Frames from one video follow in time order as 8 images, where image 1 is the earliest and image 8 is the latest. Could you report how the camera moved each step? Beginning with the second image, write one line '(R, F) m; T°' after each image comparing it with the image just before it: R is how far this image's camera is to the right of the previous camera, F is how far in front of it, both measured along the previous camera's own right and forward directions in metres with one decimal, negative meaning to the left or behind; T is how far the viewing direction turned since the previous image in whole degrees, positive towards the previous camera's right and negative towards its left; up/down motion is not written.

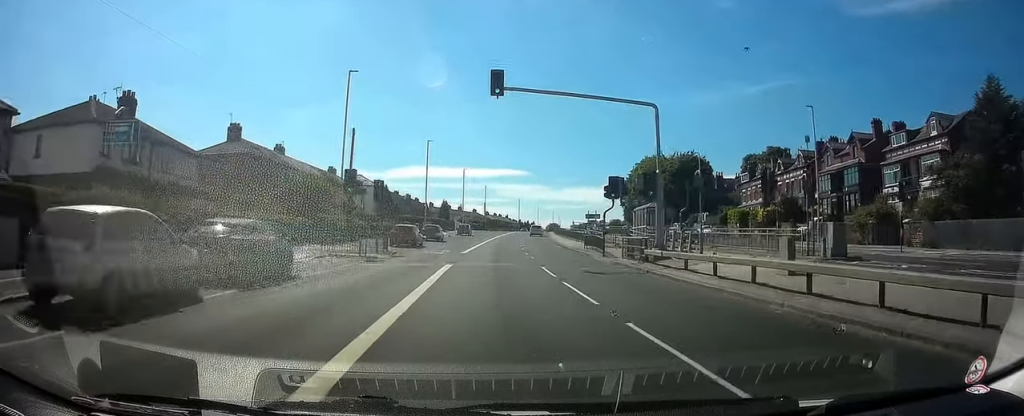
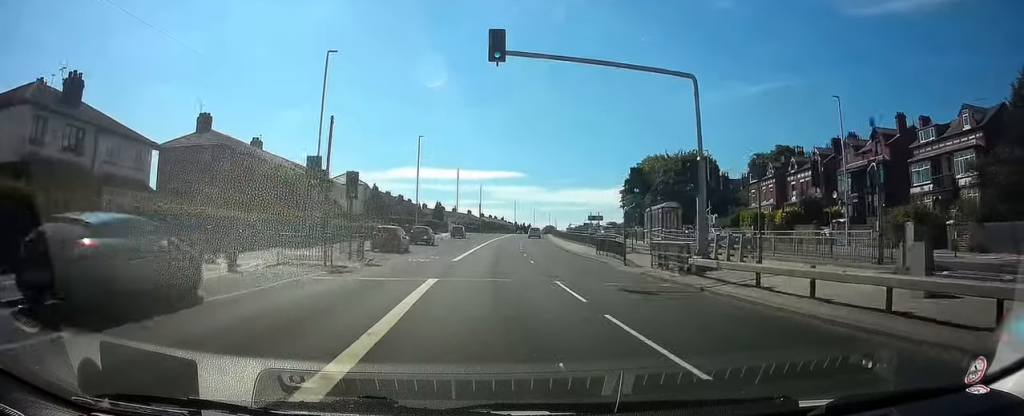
(0.0, +5.2) m; 0°
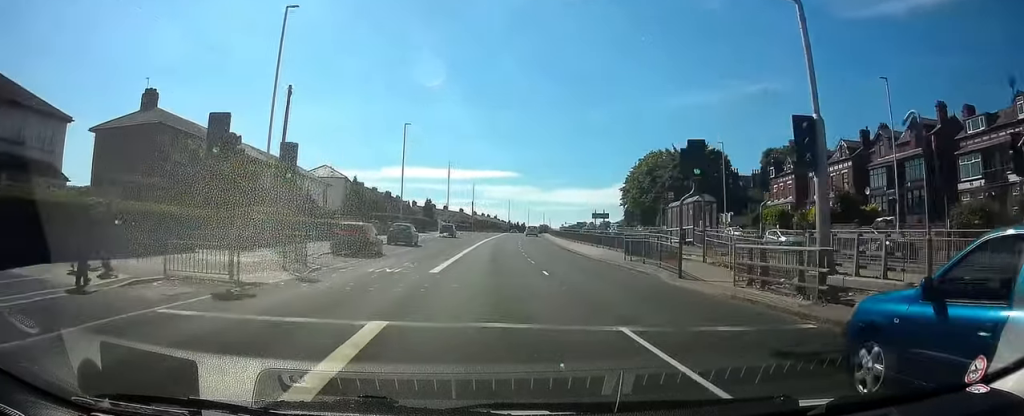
(0.0, +7.7) m; +2°
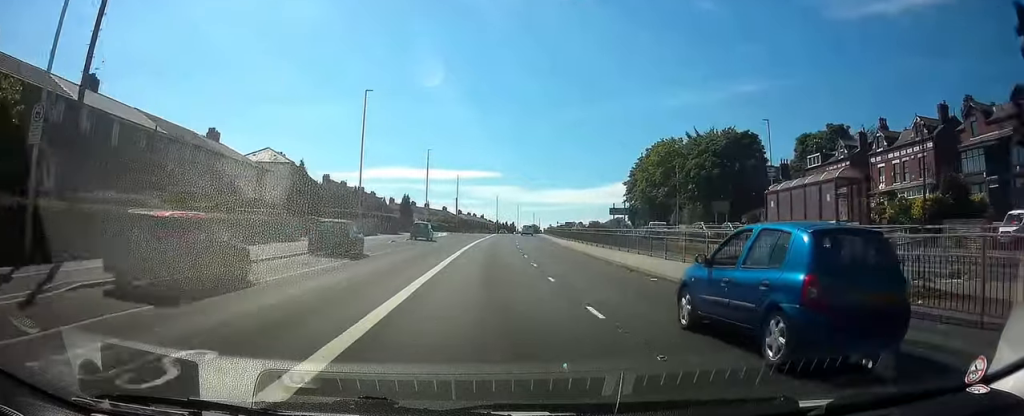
(+0.4, +16.0) m; +1°
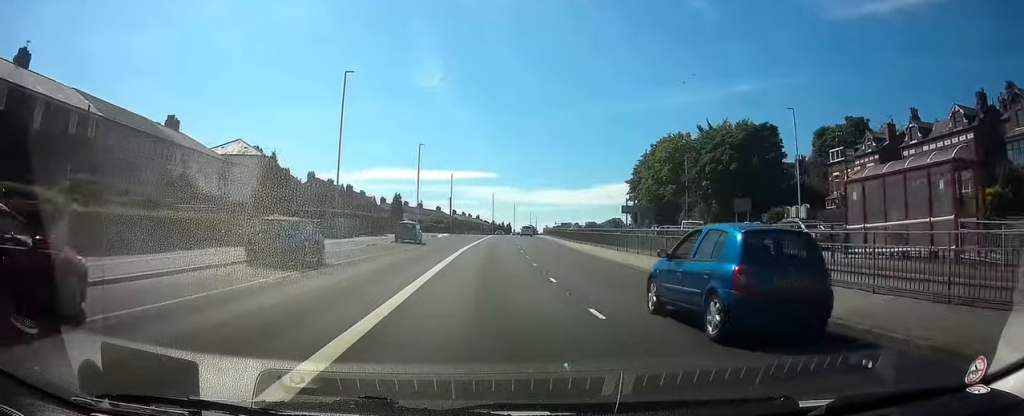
(-0.2, +6.3) m; 0°
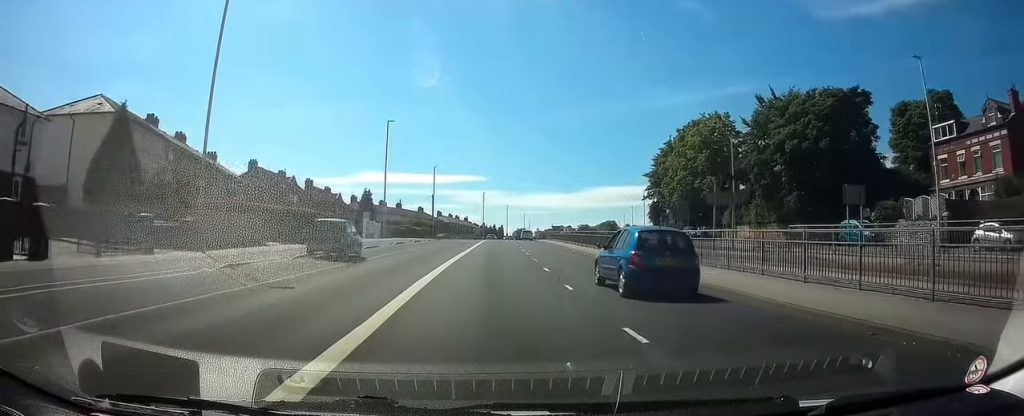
(+0.3, +19.9) m; +2°
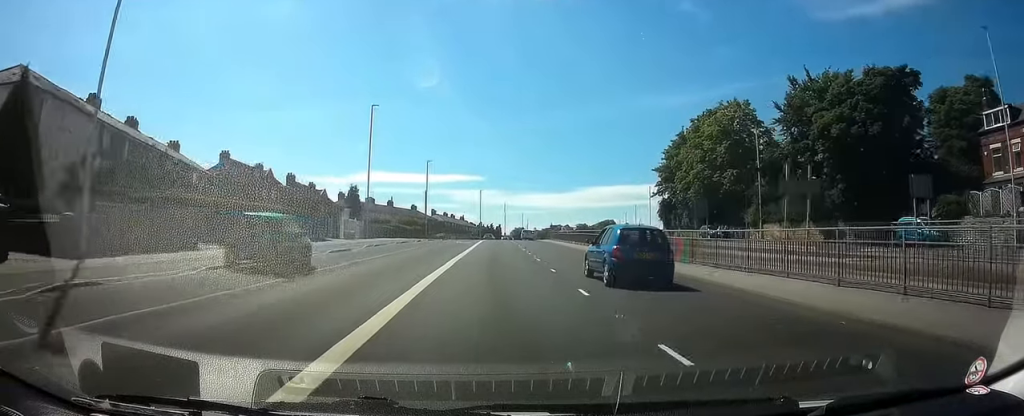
(0.0, +7.3) m; 0°
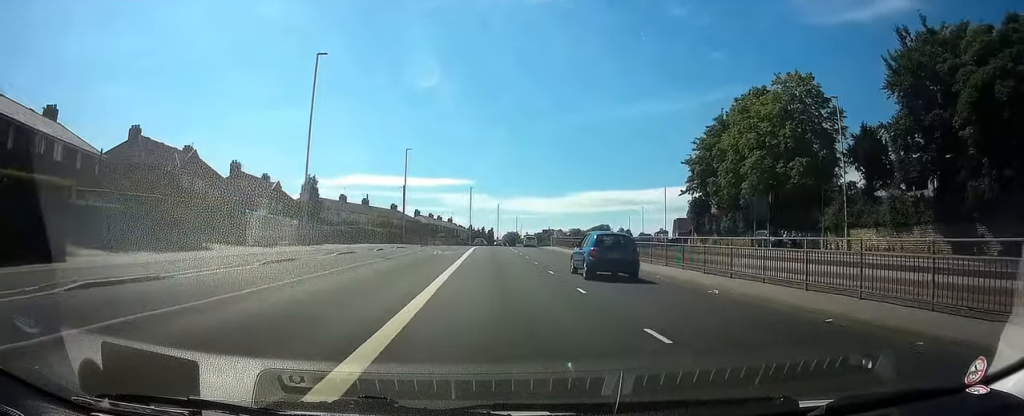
(0.0, +16.8) m; 0°
